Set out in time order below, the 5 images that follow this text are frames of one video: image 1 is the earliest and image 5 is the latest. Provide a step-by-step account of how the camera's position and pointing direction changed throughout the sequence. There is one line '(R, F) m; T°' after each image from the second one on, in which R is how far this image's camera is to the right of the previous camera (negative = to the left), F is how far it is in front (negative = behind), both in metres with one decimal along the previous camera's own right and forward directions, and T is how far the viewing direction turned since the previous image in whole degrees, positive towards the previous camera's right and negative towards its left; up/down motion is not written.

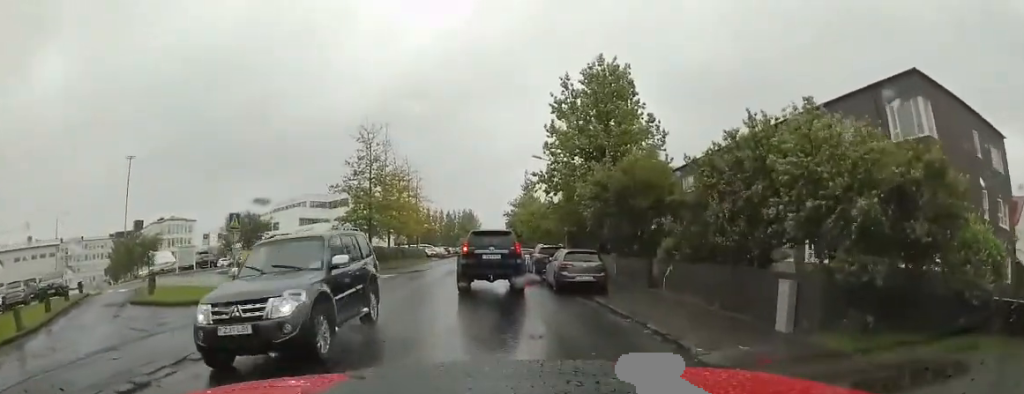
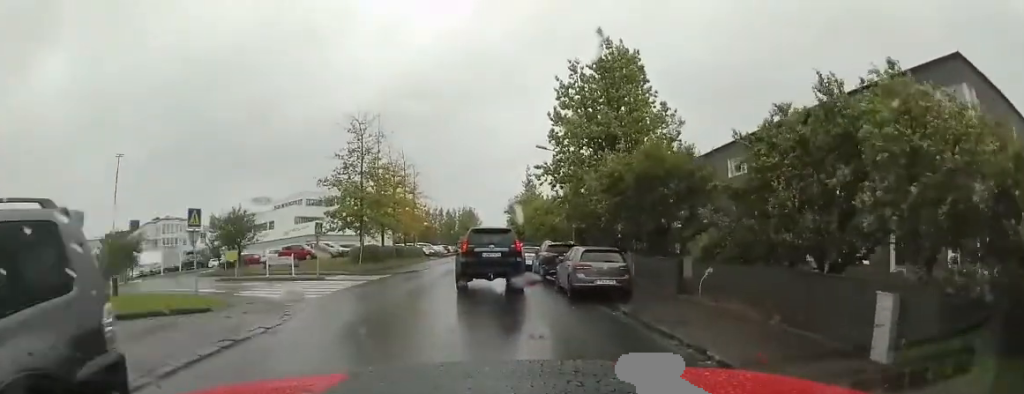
(+0.2, +2.8) m; -1°
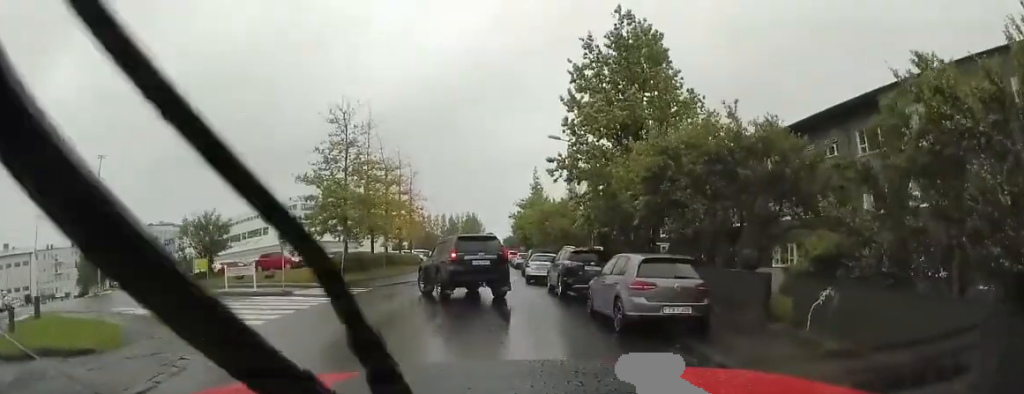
(-0.4, +4.3) m; -4°
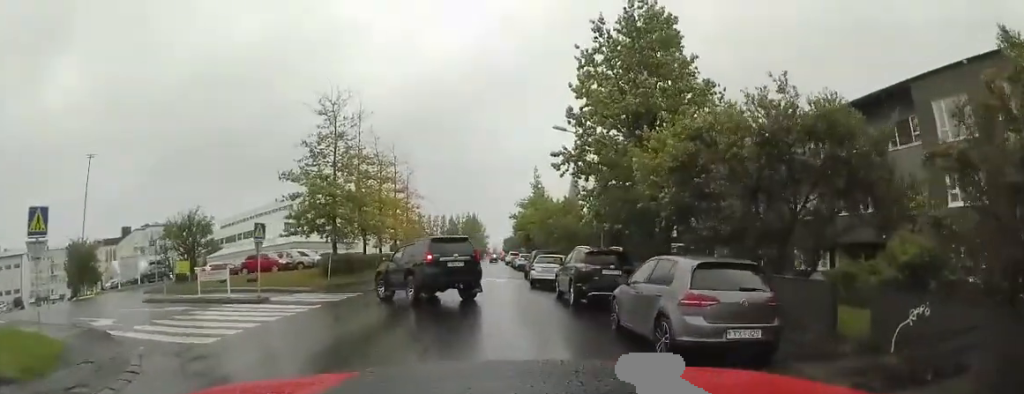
(+0.1, +2.1) m; +2°
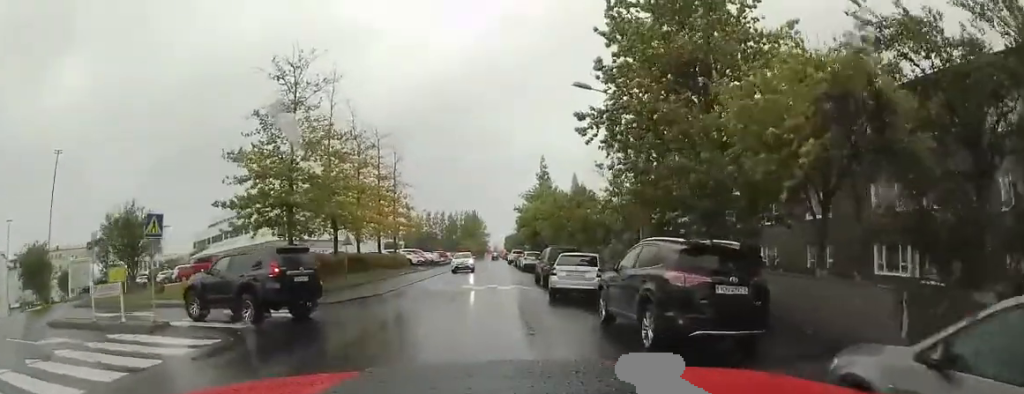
(+0.1, +5.6) m; -3°
